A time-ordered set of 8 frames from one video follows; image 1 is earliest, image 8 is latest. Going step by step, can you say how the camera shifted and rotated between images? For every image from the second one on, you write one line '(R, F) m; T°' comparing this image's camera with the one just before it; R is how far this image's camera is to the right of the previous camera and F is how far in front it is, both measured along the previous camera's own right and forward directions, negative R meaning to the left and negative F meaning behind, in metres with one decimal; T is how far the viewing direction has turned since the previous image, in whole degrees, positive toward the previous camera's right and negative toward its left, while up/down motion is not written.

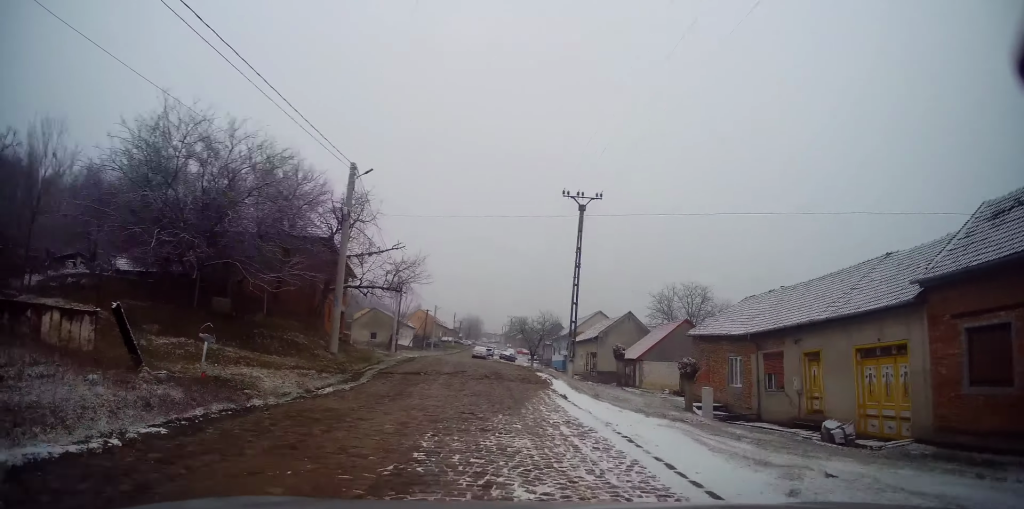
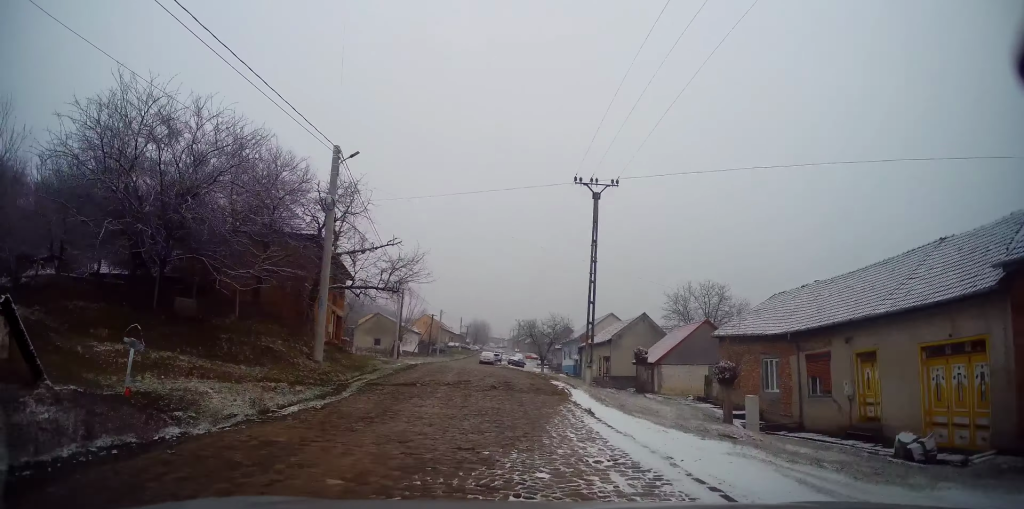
(0.0, +2.6) m; 0°
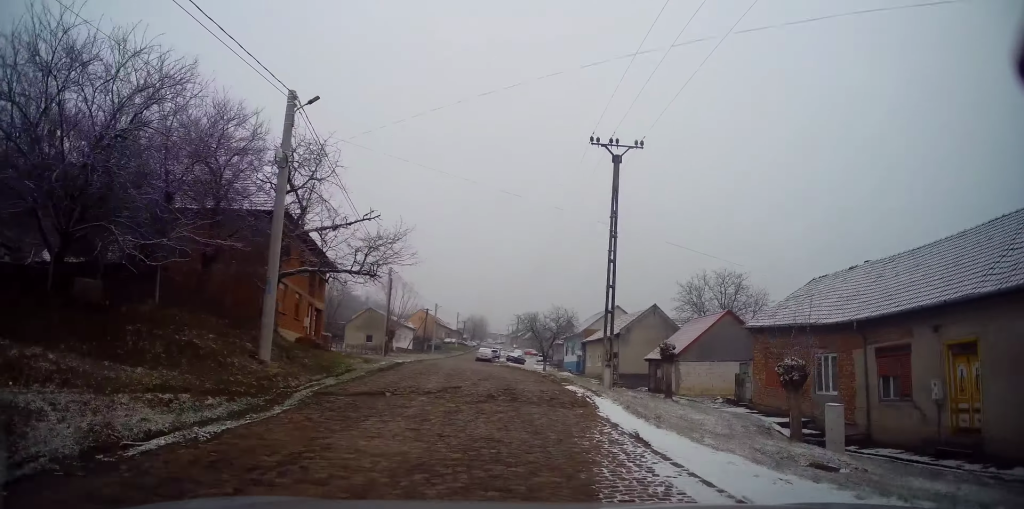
(0.0, +4.1) m; -2°
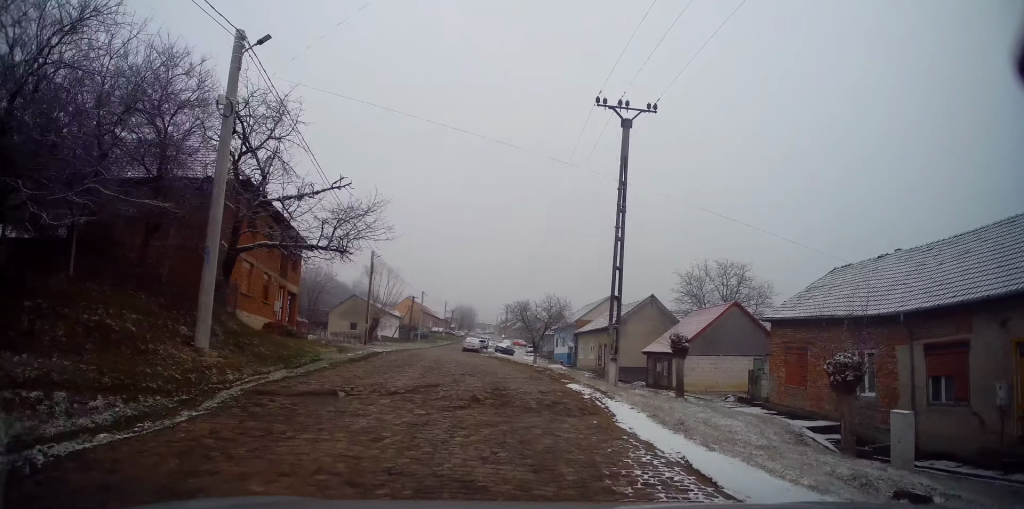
(0.0, +2.9) m; 0°
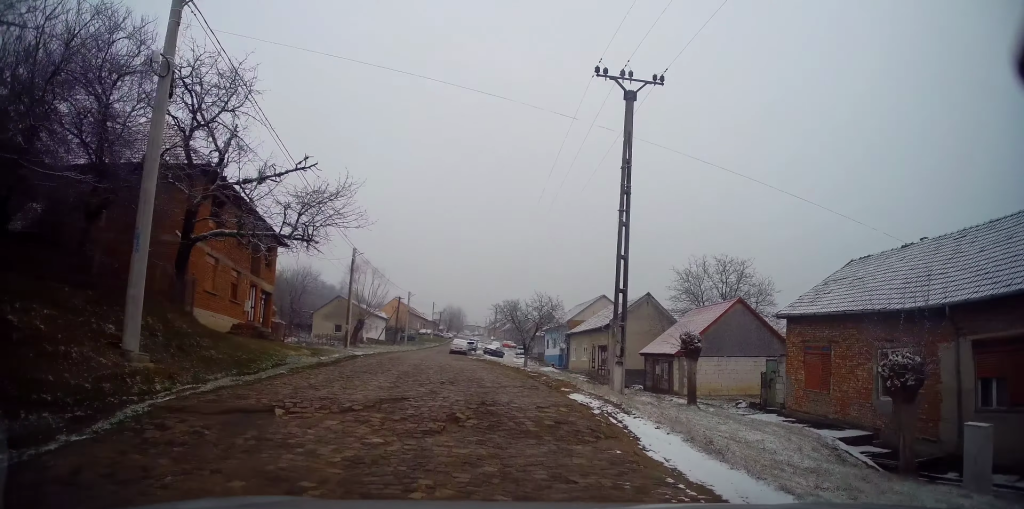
(-0.1, +2.4) m; +2°
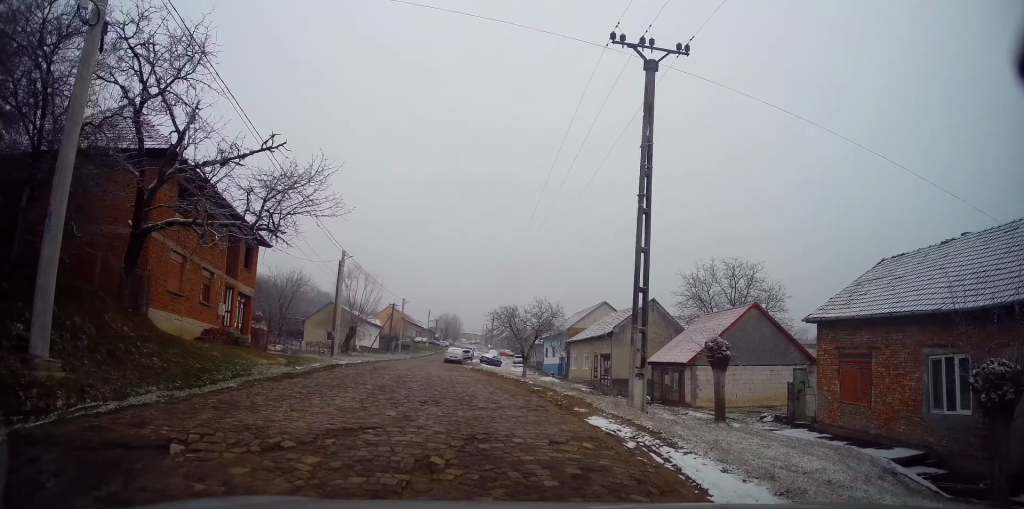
(+0.2, +2.6) m; +5°
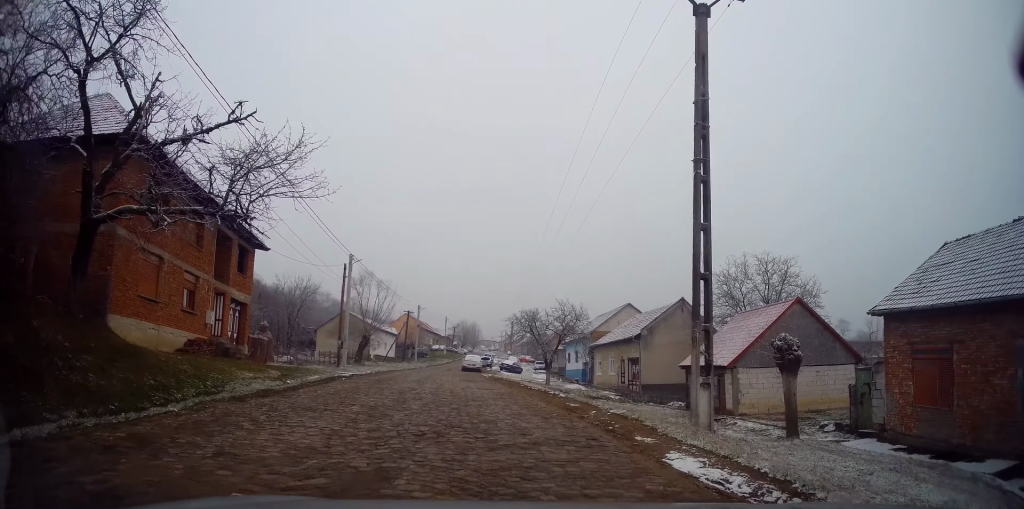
(+0.1, +3.6) m; -6°
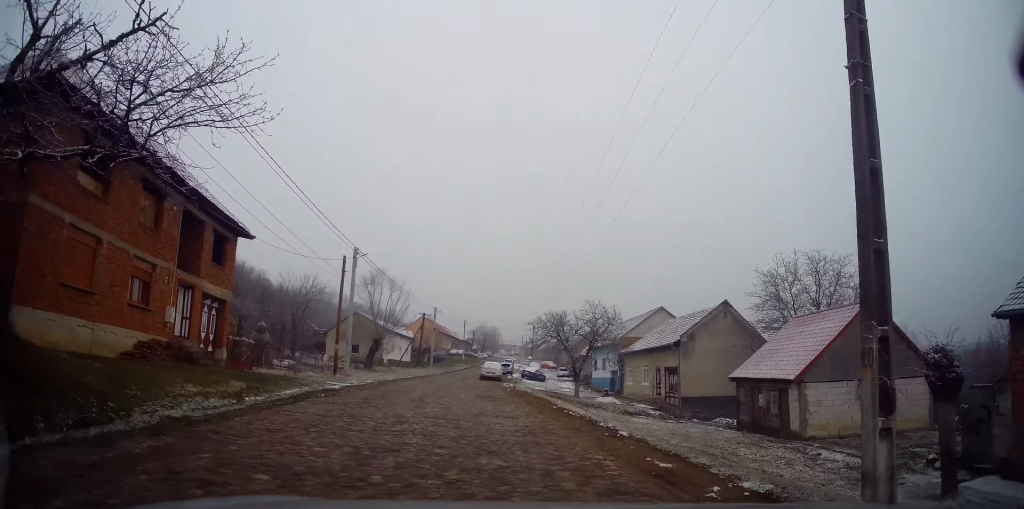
(-0.7, +5.0) m; -6°
